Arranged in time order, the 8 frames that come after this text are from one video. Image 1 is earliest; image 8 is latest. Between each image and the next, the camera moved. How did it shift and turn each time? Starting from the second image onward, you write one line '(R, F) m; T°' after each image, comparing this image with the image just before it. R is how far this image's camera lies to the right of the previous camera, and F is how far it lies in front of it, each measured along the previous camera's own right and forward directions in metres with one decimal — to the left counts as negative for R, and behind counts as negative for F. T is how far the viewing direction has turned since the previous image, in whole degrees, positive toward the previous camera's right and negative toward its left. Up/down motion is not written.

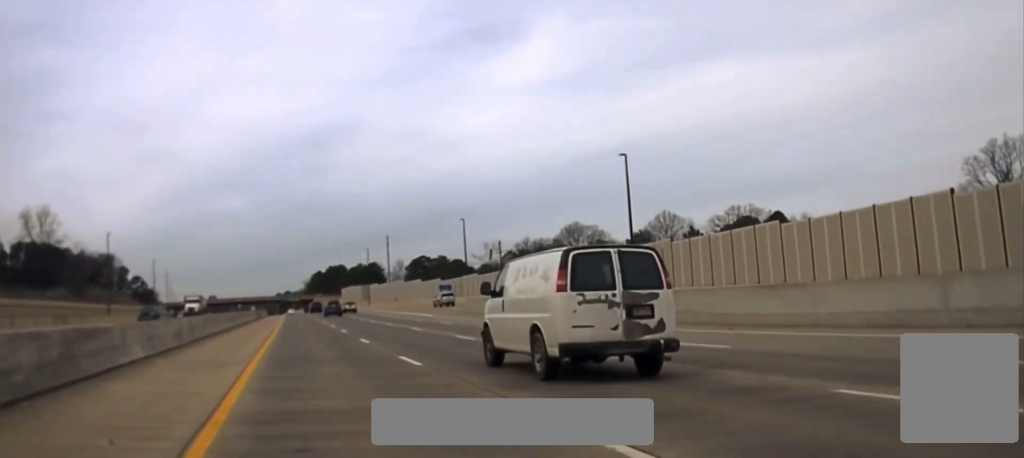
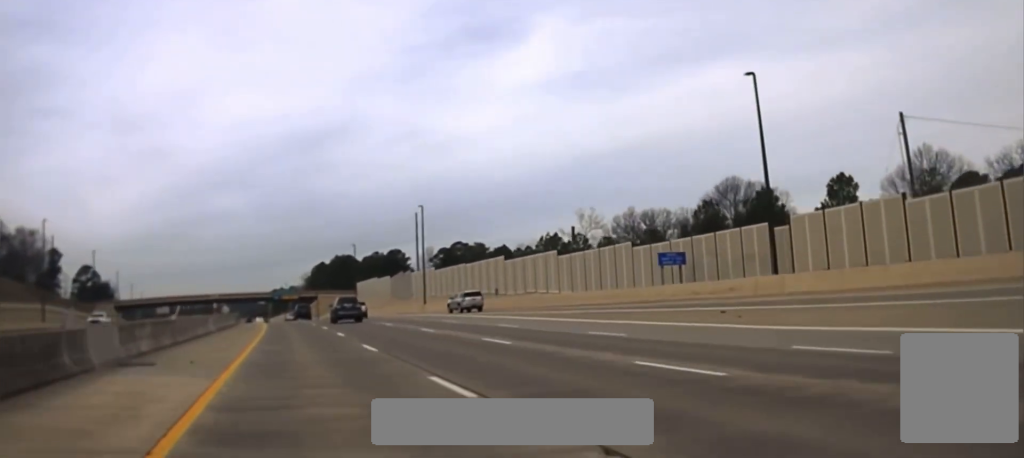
(+0.5, +92.6) m; 0°
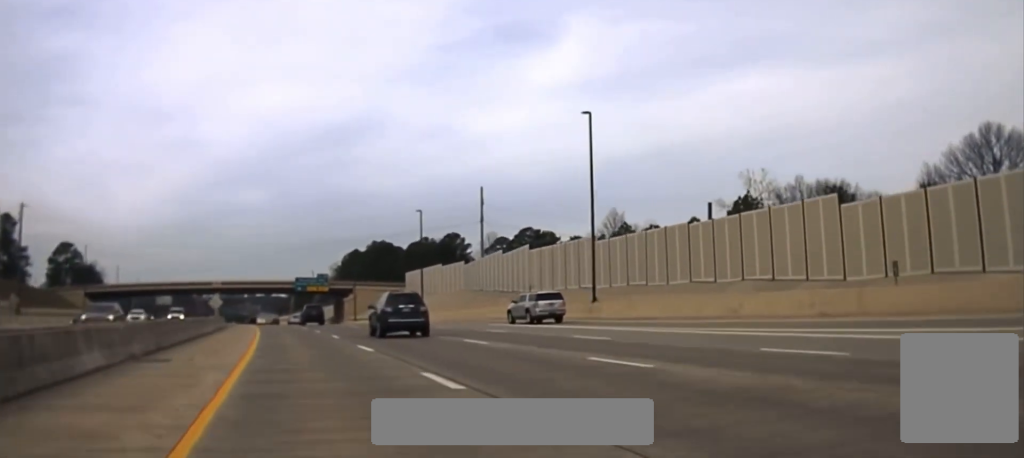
(-1.1, +66.4) m; -2°
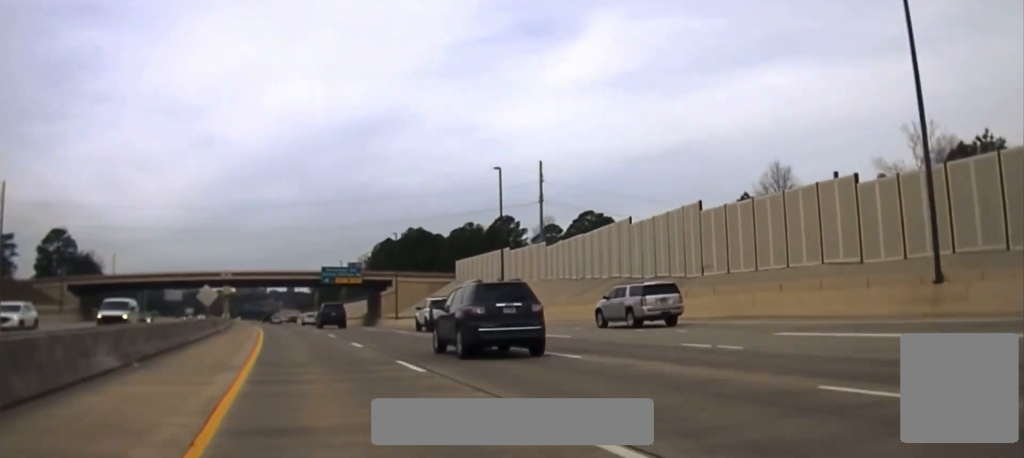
(-0.3, +34.7) m; -1°
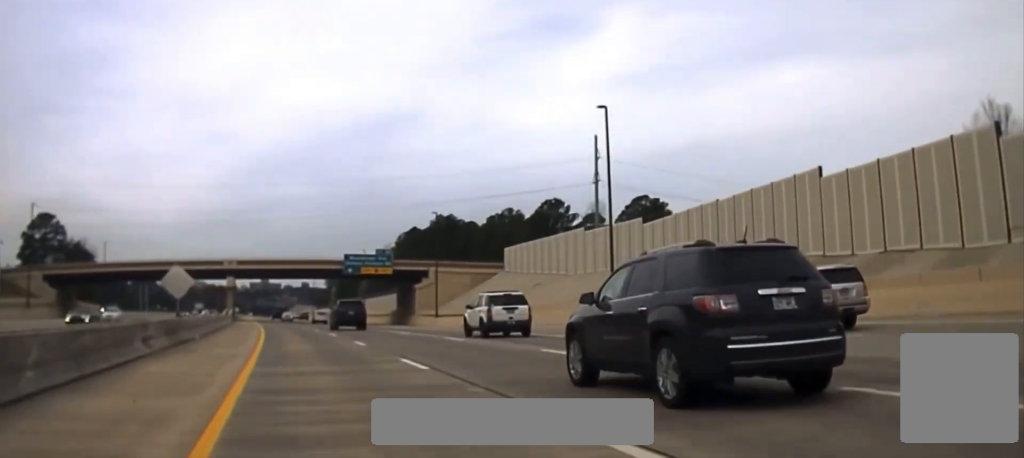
(-0.1, +24.9) m; -1°
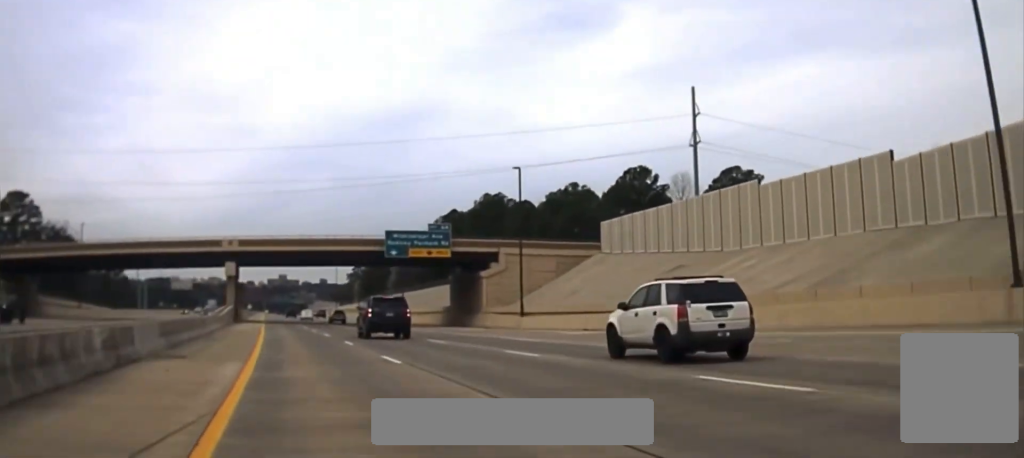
(-0.4, +30.0) m; -1°
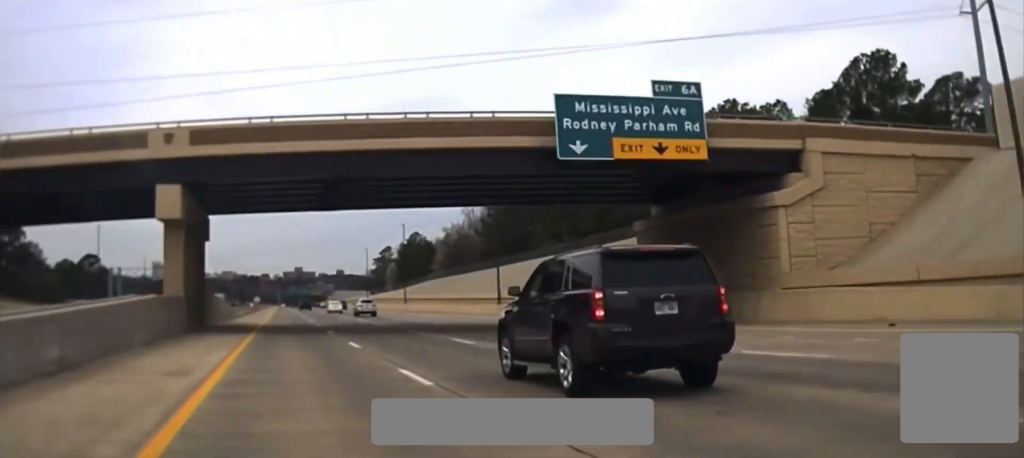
(-0.4, +48.9) m; -1°
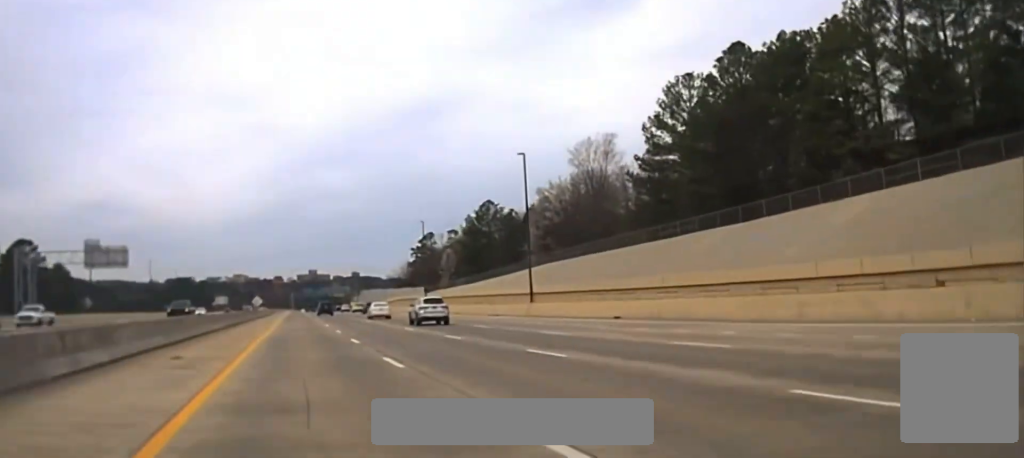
(-0.6, +64.1) m; -1°
